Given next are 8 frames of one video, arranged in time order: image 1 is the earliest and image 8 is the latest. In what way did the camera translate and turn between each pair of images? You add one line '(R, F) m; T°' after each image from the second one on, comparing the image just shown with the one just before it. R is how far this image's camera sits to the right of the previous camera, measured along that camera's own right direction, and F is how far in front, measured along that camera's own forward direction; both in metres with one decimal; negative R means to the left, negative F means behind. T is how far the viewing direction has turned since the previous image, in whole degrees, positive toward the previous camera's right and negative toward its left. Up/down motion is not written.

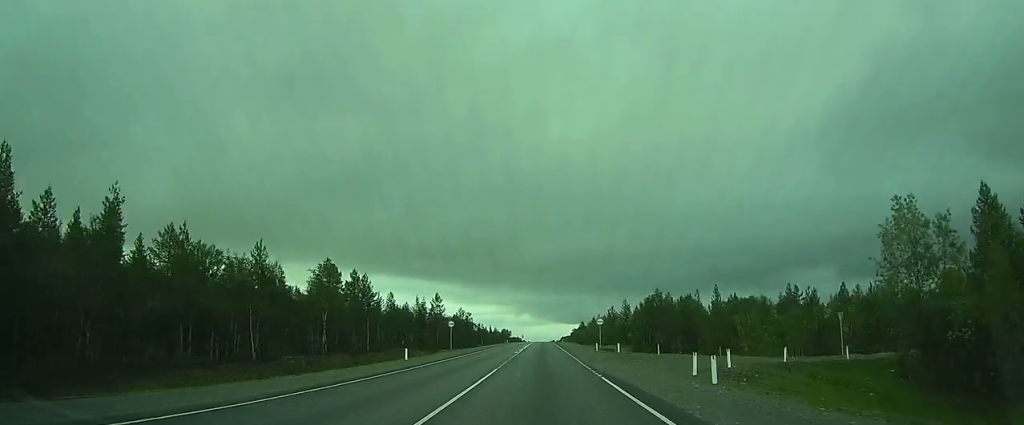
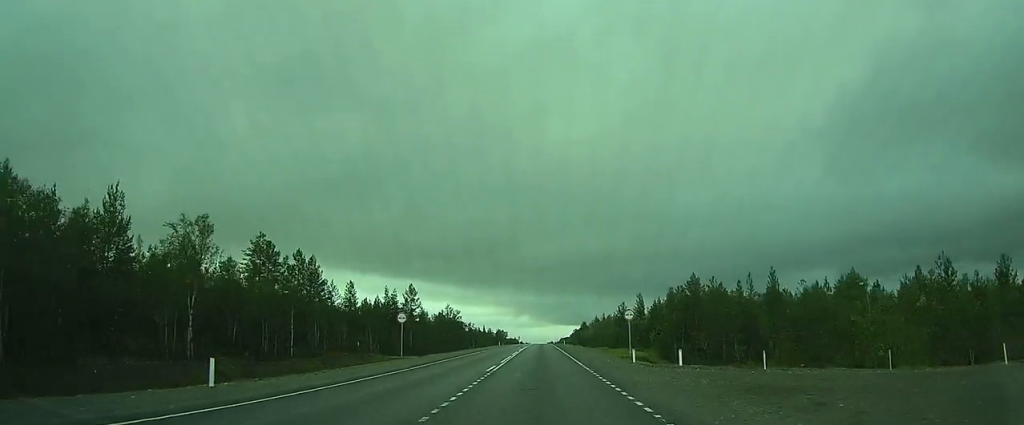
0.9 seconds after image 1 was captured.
(0.0, +24.3) m; 0°
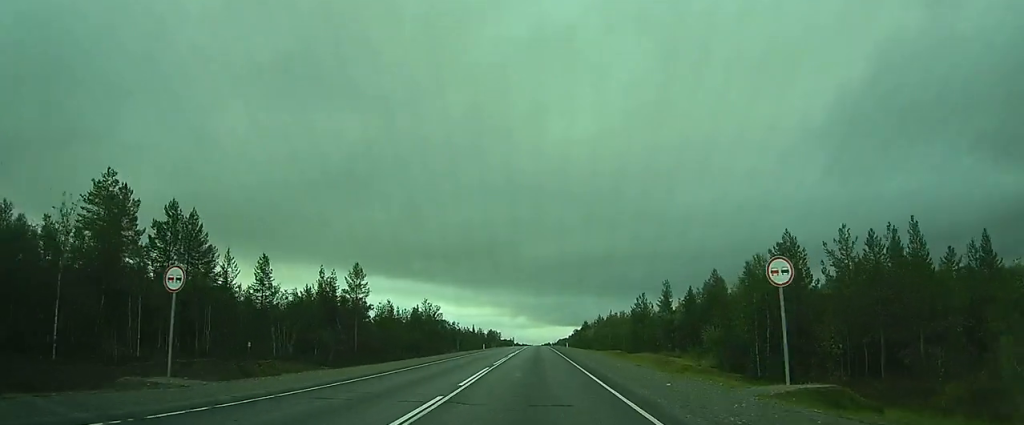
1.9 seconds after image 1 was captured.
(0.0, +30.4) m; 0°
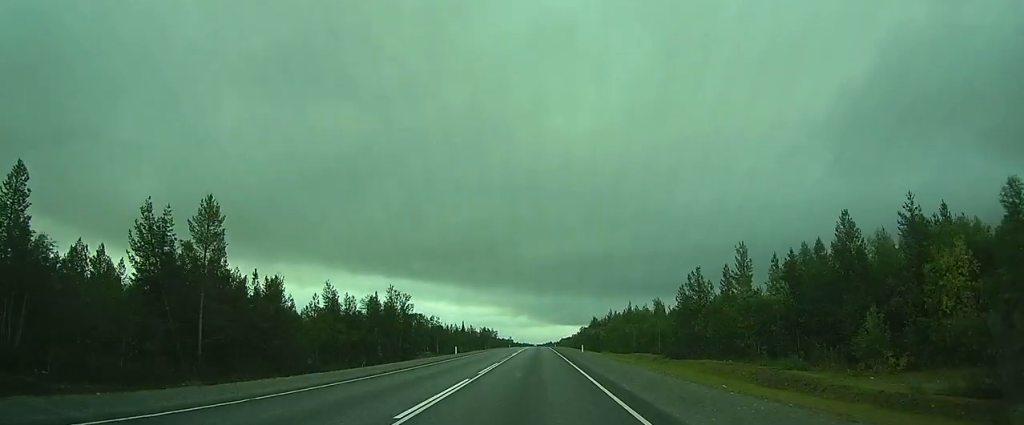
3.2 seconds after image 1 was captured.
(-0.1, +34.8) m; 0°
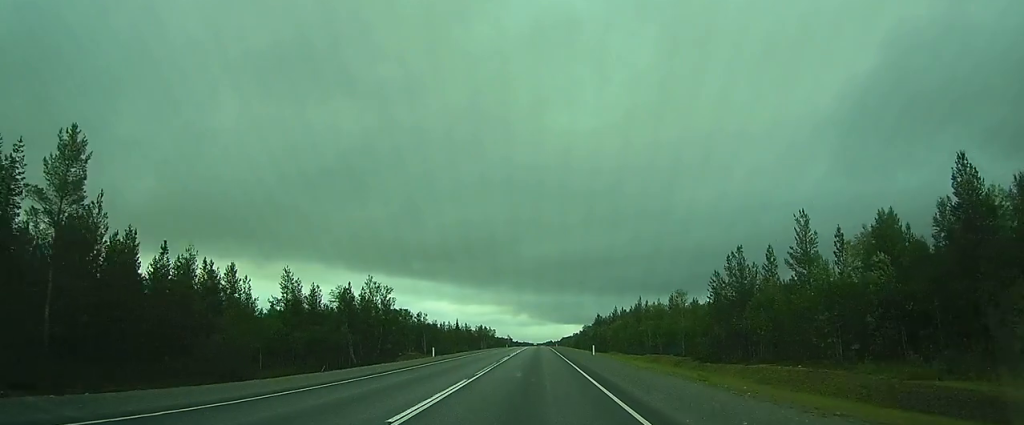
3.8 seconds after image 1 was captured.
(0.0, +13.4) m; 0°
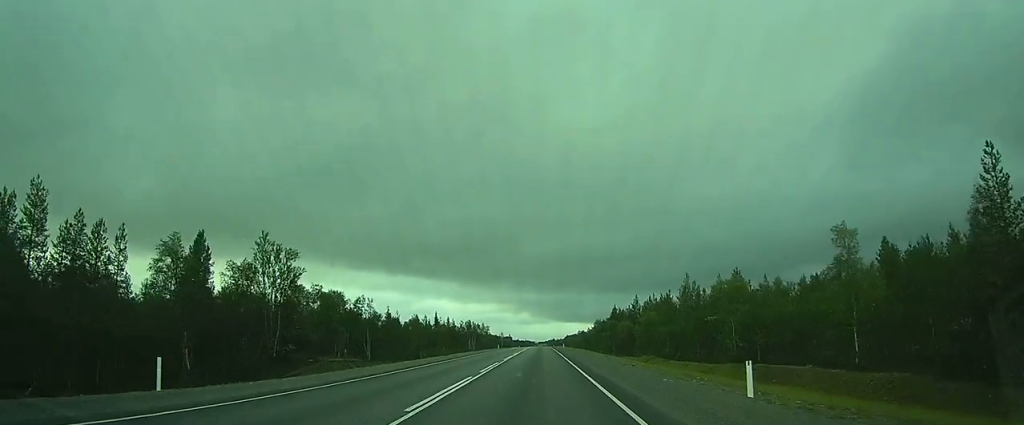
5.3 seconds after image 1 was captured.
(0.0, +35.8) m; 0°
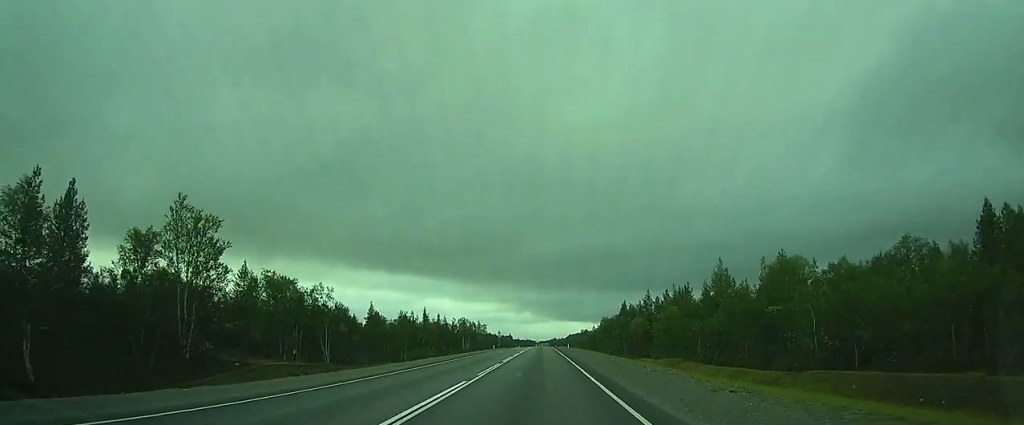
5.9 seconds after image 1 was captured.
(0.0, +13.7) m; 0°
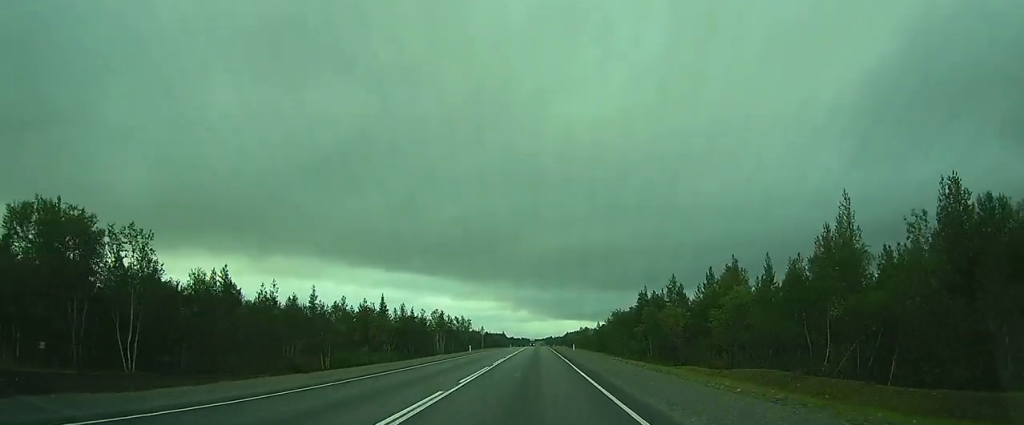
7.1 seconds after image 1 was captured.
(0.0, +27.1) m; +1°
